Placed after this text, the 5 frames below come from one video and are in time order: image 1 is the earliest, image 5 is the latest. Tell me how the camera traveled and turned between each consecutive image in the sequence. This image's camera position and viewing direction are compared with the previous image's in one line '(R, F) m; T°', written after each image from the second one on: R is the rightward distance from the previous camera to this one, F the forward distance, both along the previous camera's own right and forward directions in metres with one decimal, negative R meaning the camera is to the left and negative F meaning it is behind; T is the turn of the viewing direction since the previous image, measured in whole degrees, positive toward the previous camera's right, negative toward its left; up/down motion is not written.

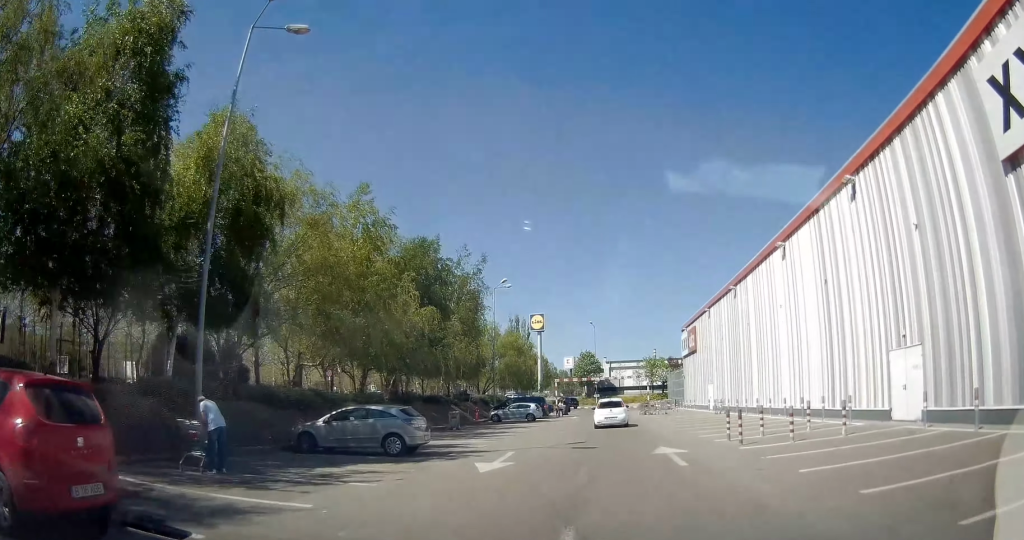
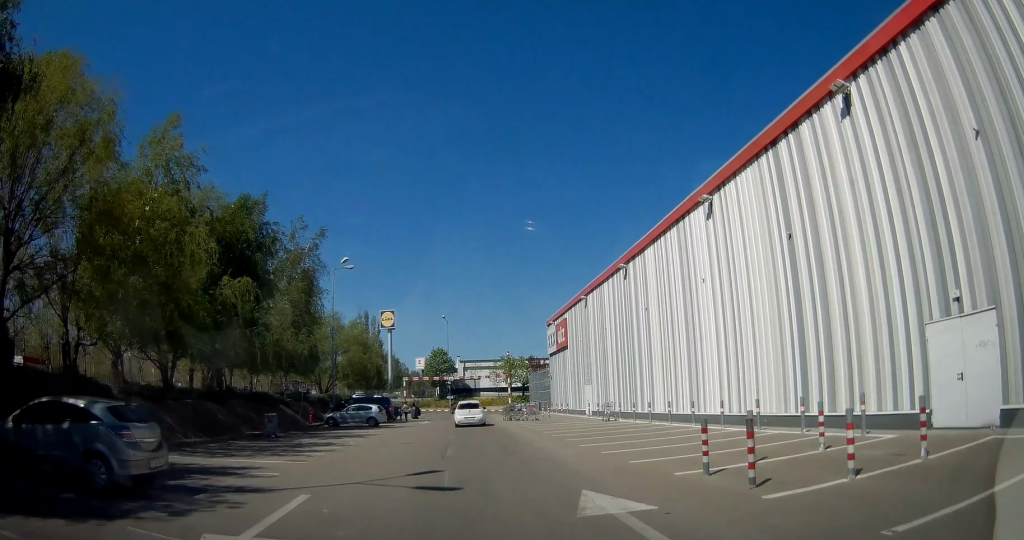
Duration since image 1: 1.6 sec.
(+2.9, +7.1) m; +27°
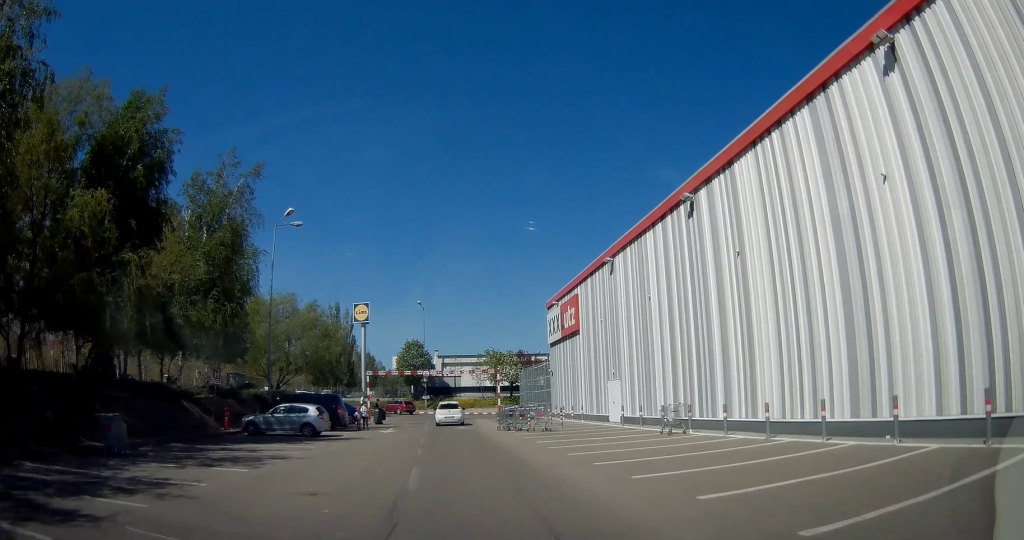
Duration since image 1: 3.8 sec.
(+0.3, +11.4) m; +2°
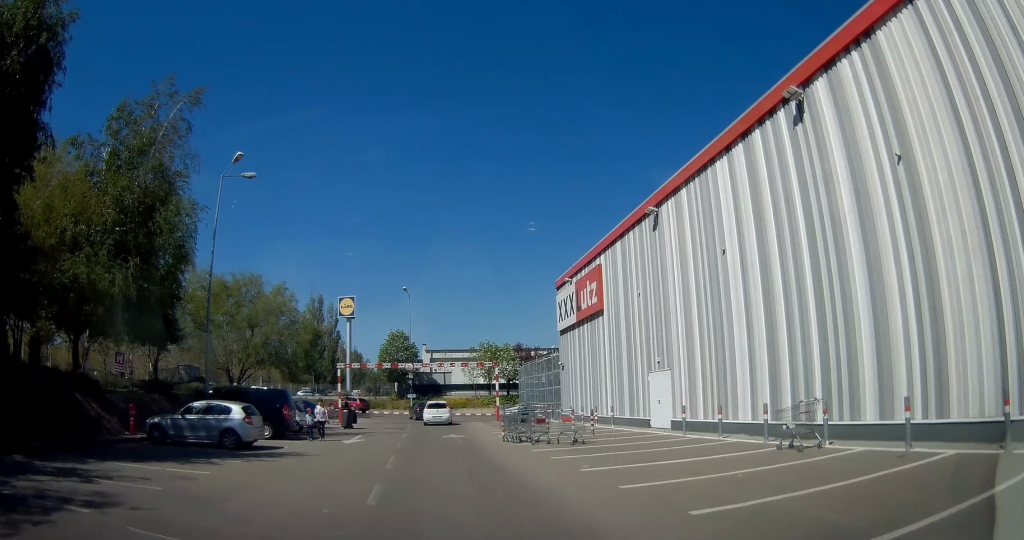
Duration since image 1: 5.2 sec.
(0.0, +8.0) m; -2°
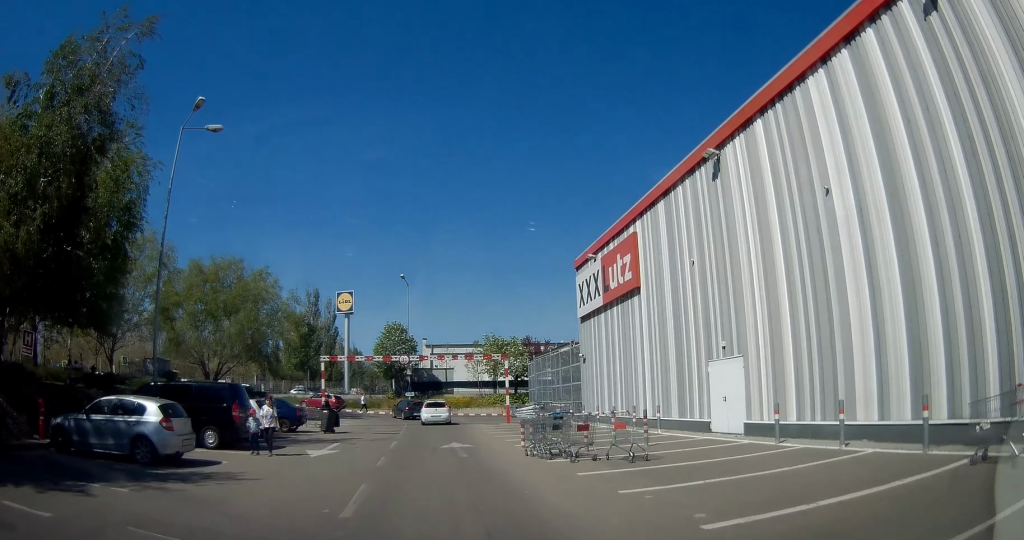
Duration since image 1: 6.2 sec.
(-0.2, +6.1) m; -1°
